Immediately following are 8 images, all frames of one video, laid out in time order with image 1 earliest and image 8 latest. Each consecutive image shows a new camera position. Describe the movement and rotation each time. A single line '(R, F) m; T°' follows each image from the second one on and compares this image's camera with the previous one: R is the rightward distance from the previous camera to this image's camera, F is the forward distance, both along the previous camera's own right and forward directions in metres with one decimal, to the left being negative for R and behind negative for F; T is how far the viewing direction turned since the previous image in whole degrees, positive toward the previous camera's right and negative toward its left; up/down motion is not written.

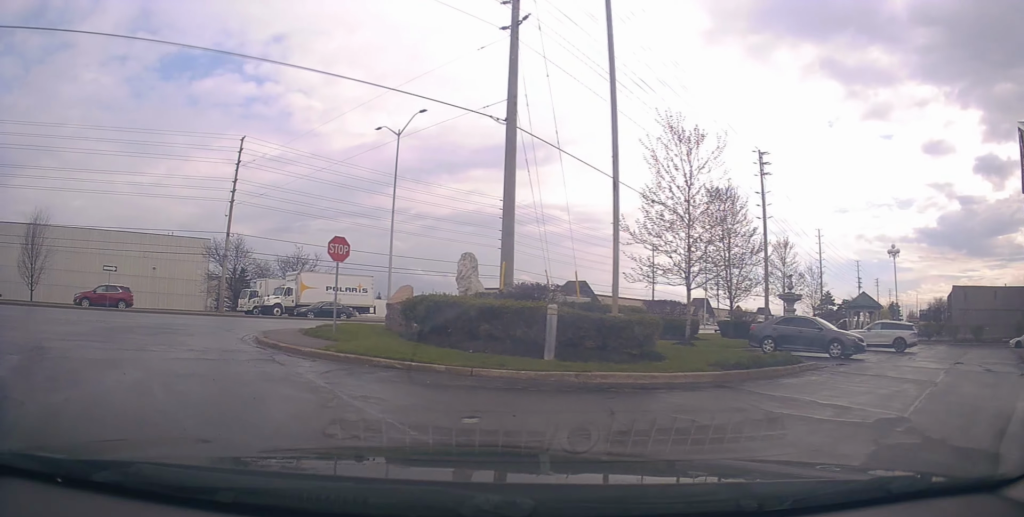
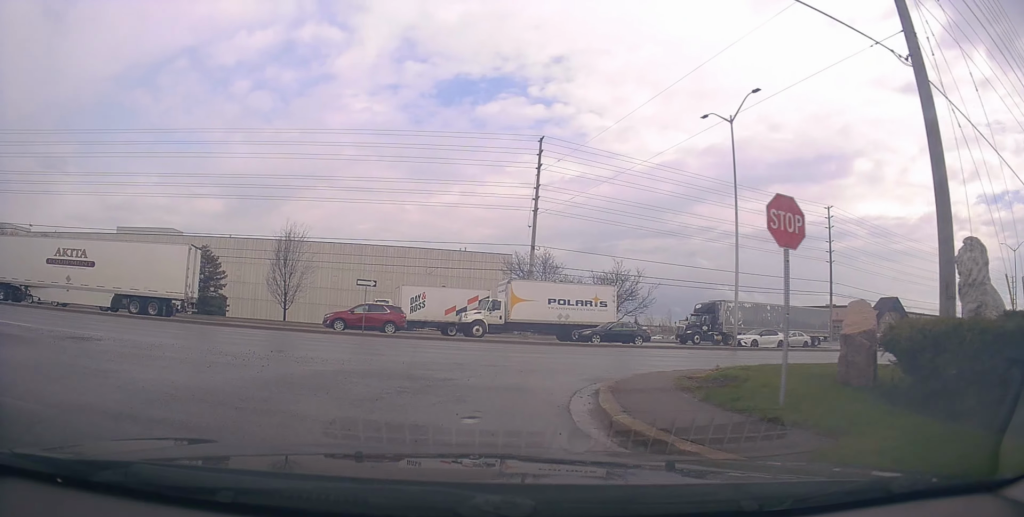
(-2.4, +6.4) m; -28°
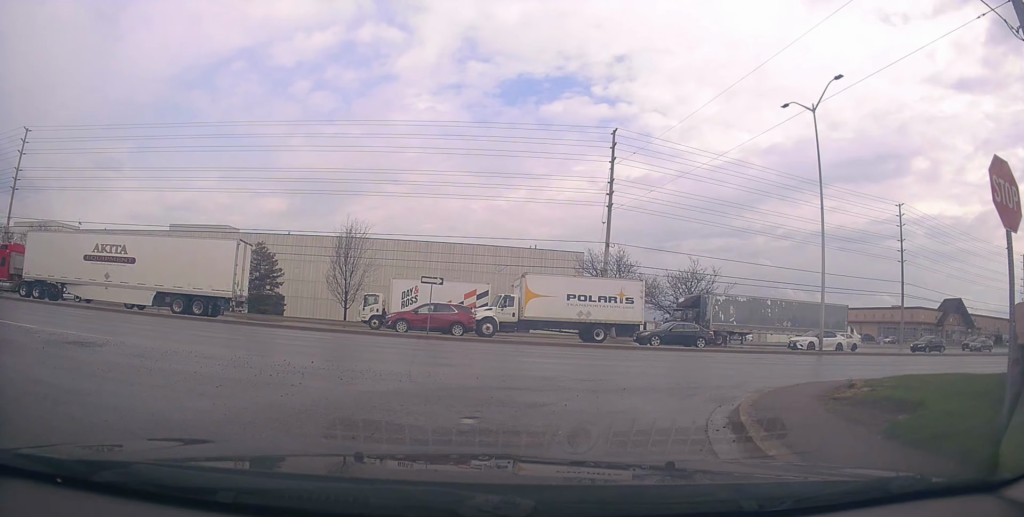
(-0.1, +2.8) m; -1°
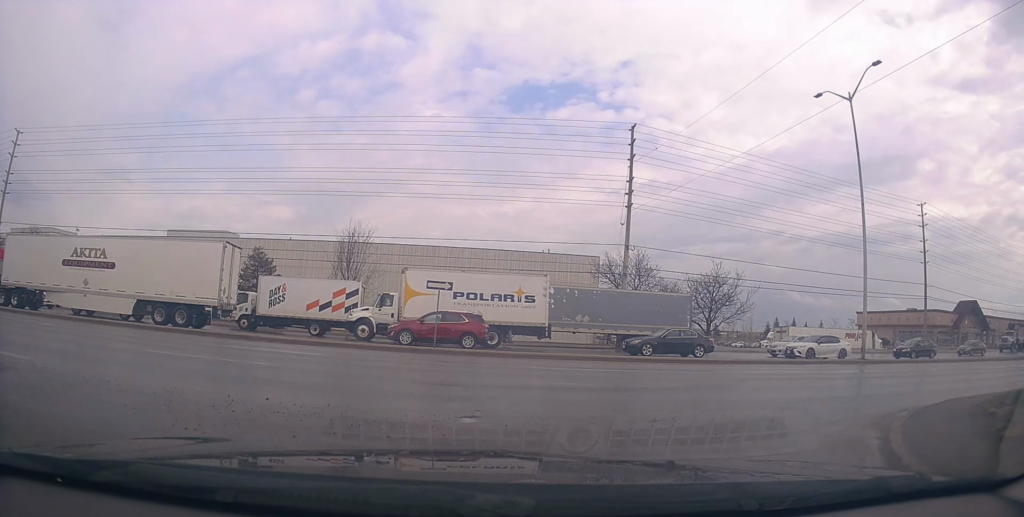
(+0.1, +3.9) m; -1°
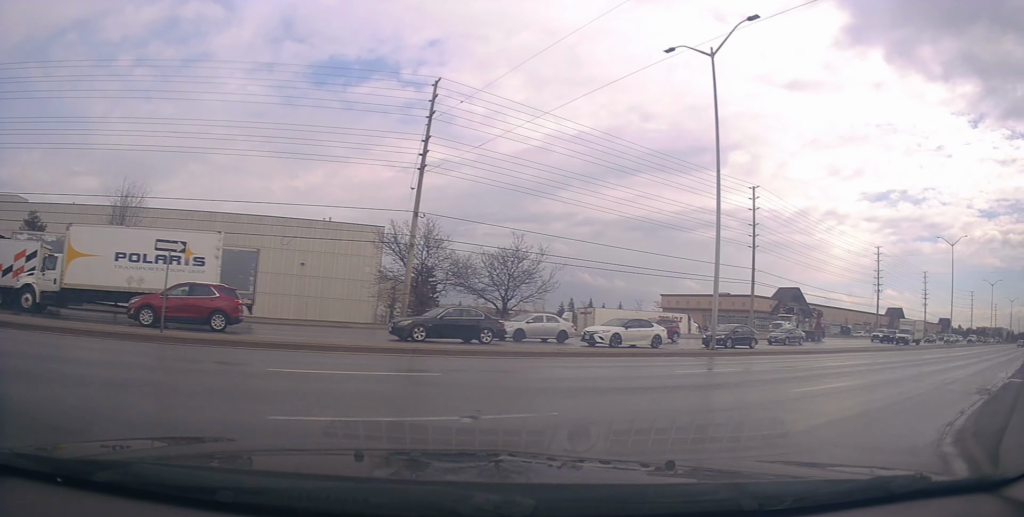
(+1.0, +4.8) m; +31°
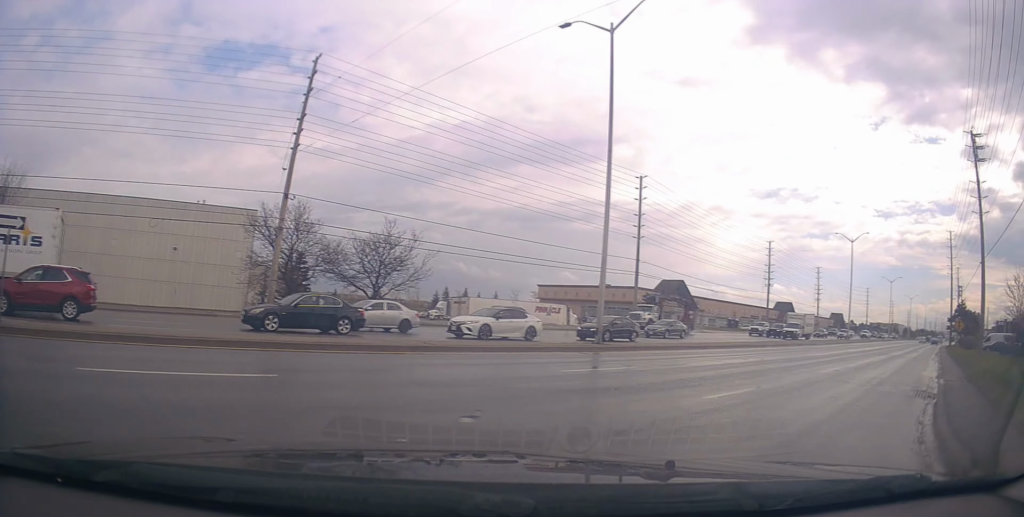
(0.0, +1.9) m; +12°
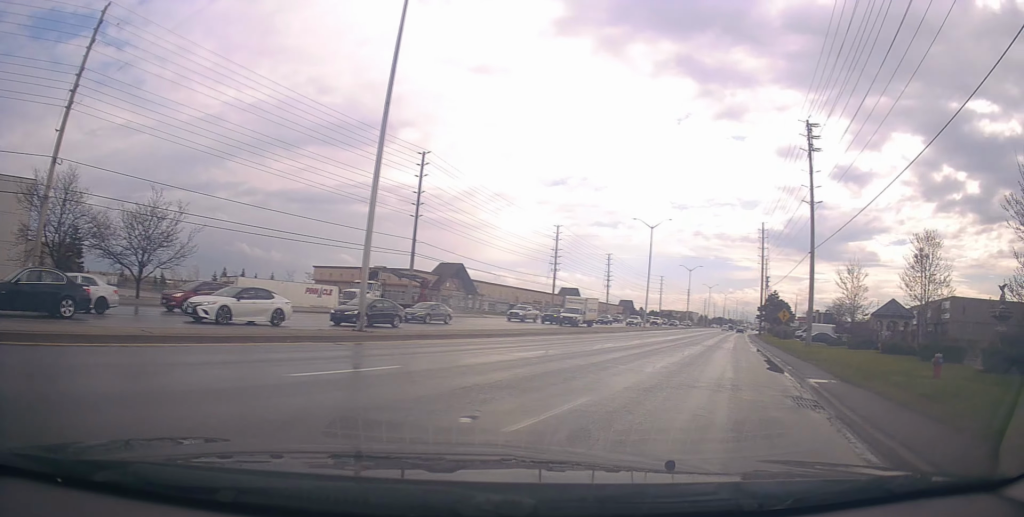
(+0.8, +3.7) m; +17°
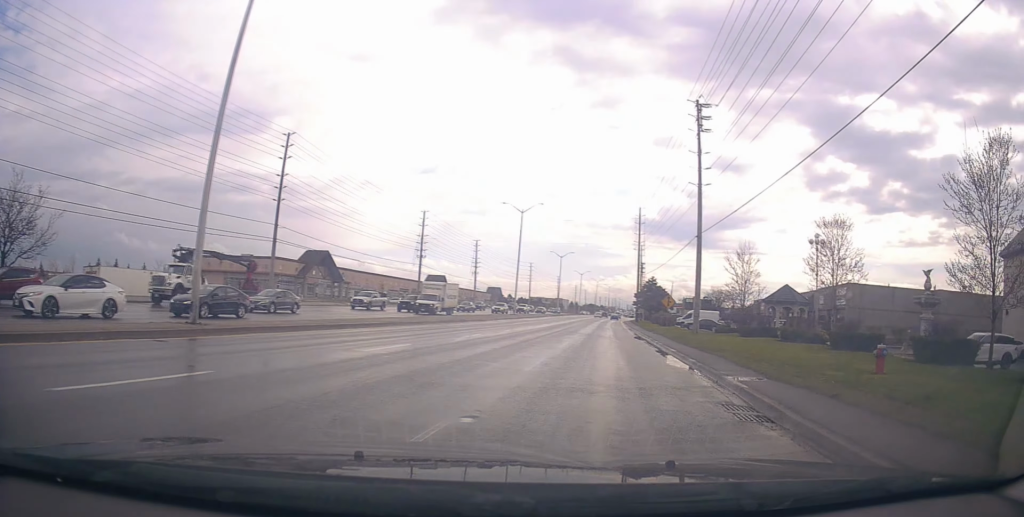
(0.0, +2.8) m; +11°
